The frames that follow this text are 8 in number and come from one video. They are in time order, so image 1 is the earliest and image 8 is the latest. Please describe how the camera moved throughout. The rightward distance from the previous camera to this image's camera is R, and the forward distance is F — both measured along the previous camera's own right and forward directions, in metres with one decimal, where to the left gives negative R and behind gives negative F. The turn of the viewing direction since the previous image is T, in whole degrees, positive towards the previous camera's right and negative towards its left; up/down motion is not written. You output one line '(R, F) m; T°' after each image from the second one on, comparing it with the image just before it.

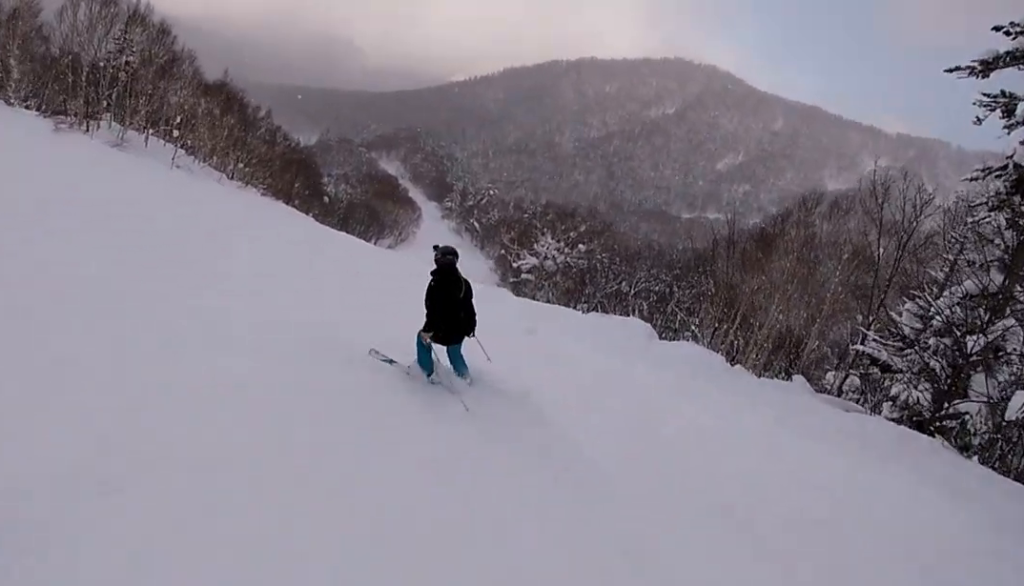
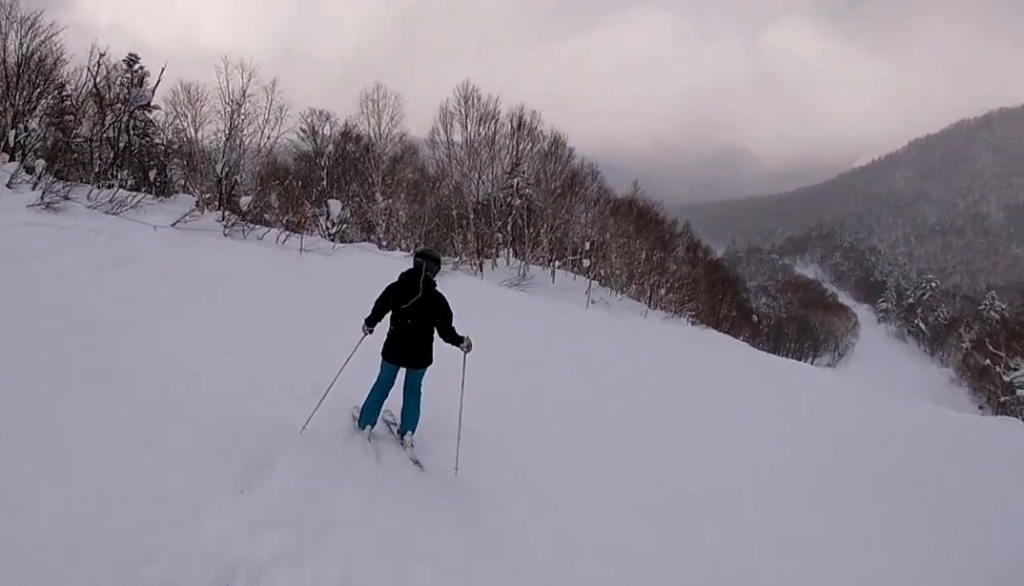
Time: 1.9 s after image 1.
(-3.0, +8.9) m; -27°
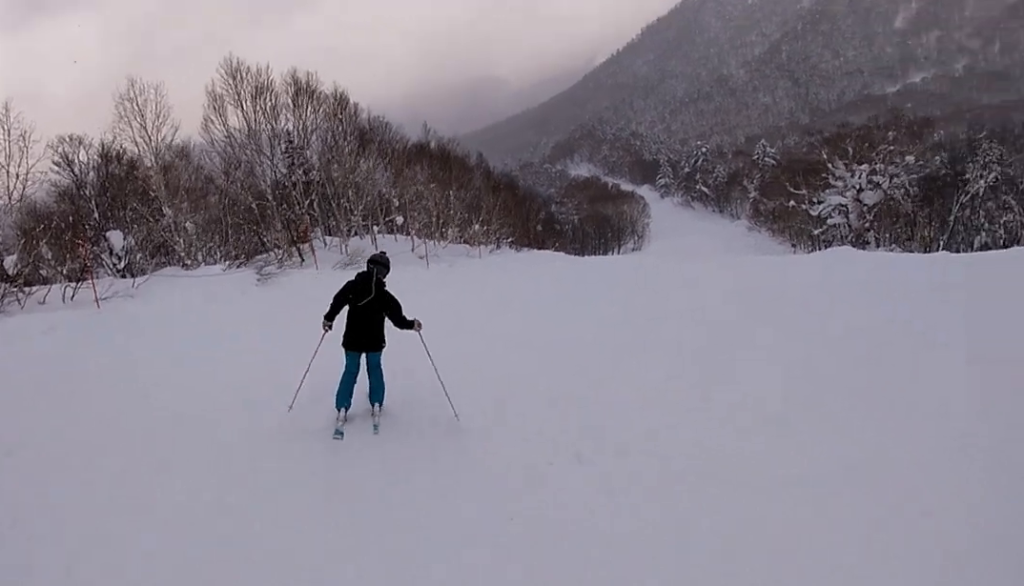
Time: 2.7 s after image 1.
(-1.3, +4.1) m; +14°
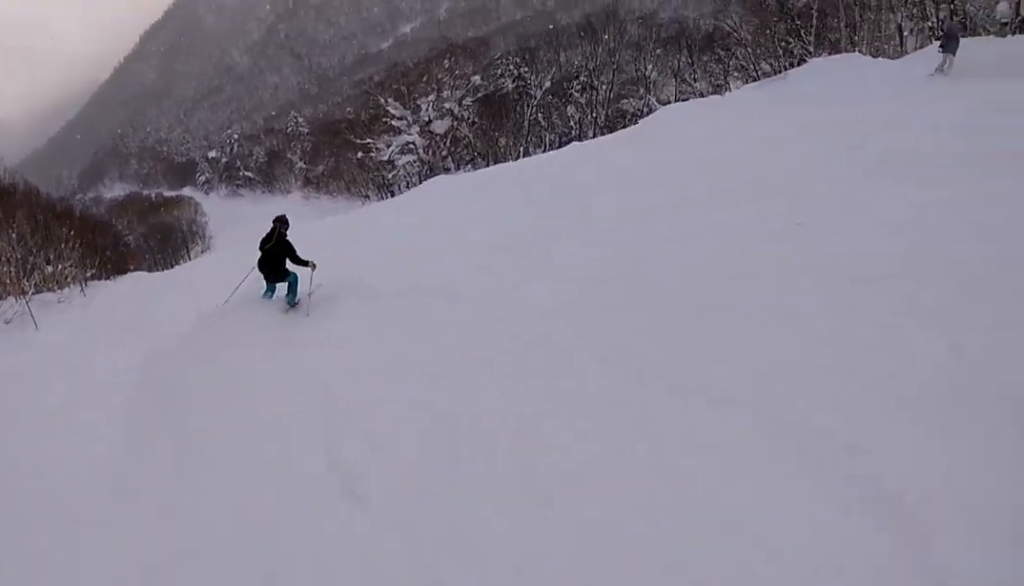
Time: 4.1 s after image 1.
(+4.5, +5.6) m; +58°
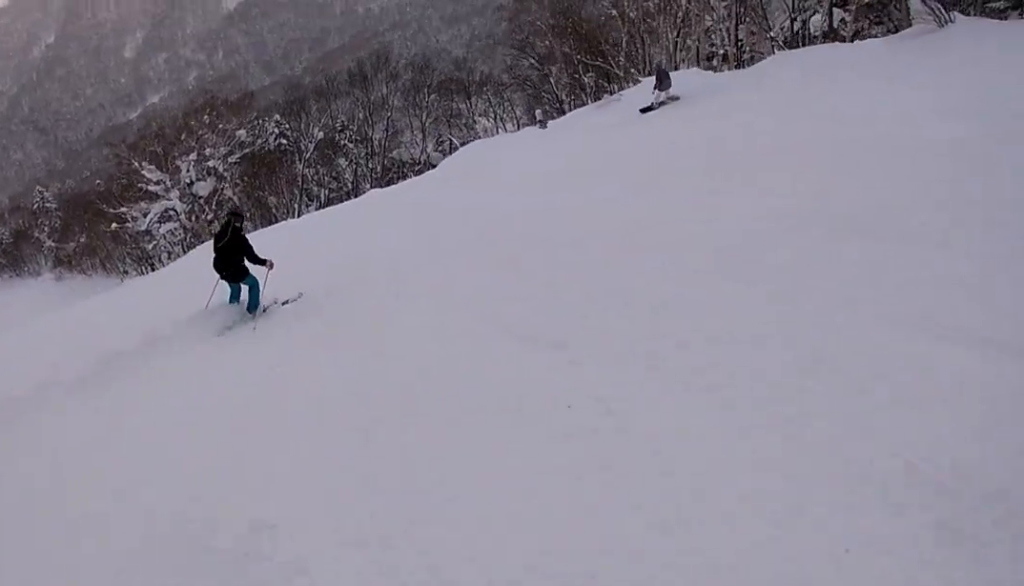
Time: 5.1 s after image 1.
(+1.0, +5.1) m; +23°
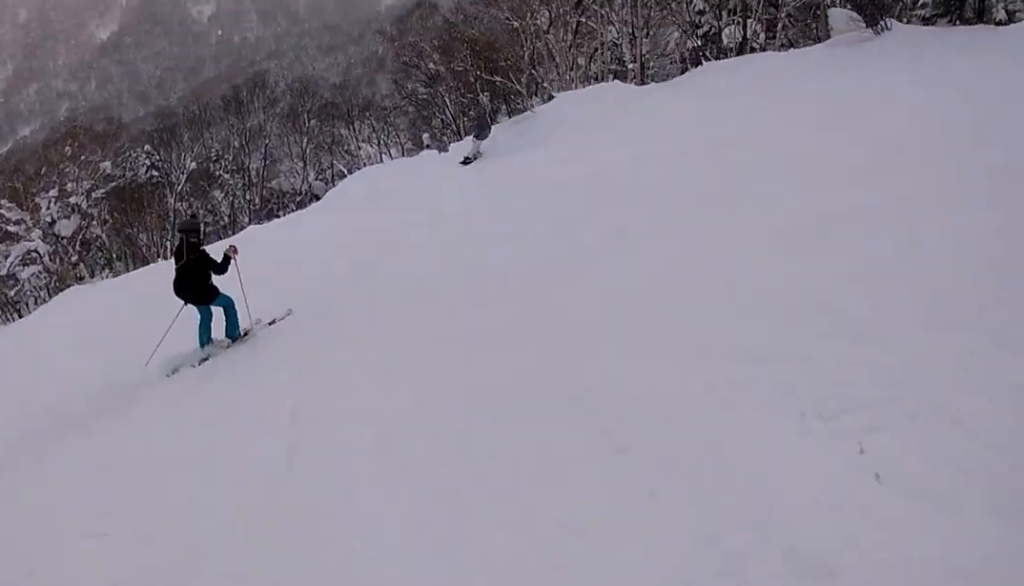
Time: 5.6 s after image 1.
(+0.3, +2.9) m; +13°
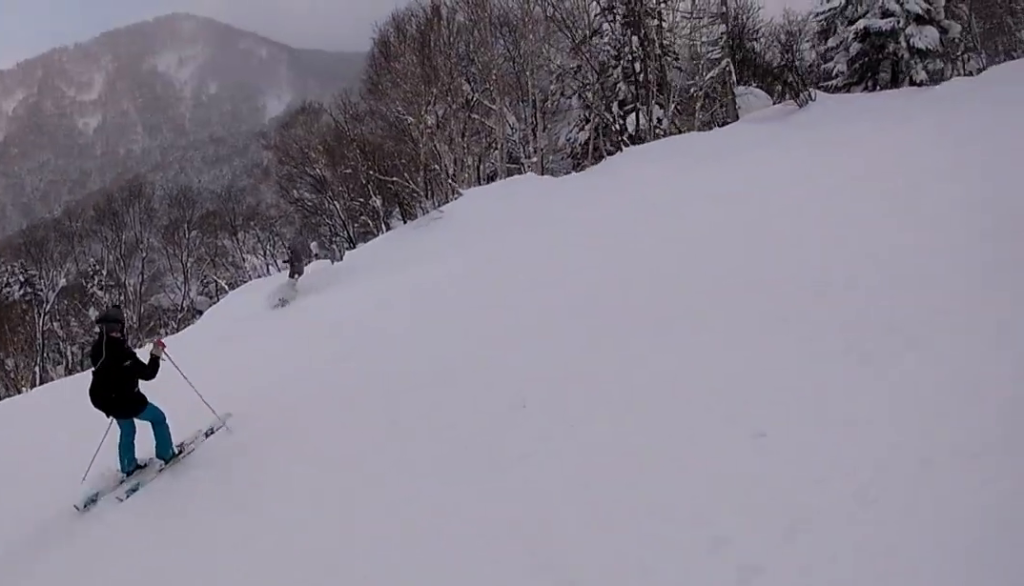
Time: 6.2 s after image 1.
(+0.4, +2.6) m; +9°
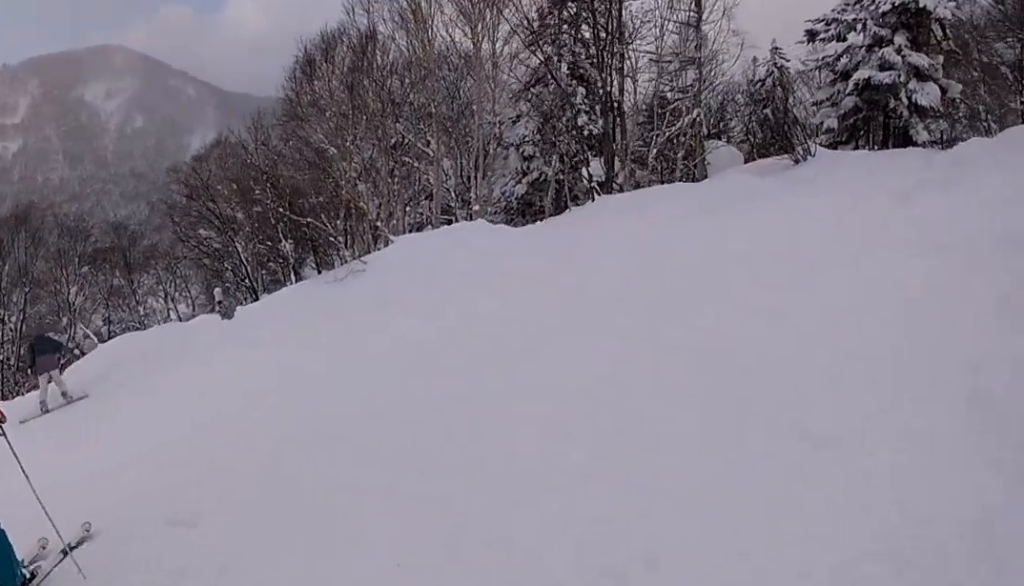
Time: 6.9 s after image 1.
(+0.3, +3.4) m; +6°
